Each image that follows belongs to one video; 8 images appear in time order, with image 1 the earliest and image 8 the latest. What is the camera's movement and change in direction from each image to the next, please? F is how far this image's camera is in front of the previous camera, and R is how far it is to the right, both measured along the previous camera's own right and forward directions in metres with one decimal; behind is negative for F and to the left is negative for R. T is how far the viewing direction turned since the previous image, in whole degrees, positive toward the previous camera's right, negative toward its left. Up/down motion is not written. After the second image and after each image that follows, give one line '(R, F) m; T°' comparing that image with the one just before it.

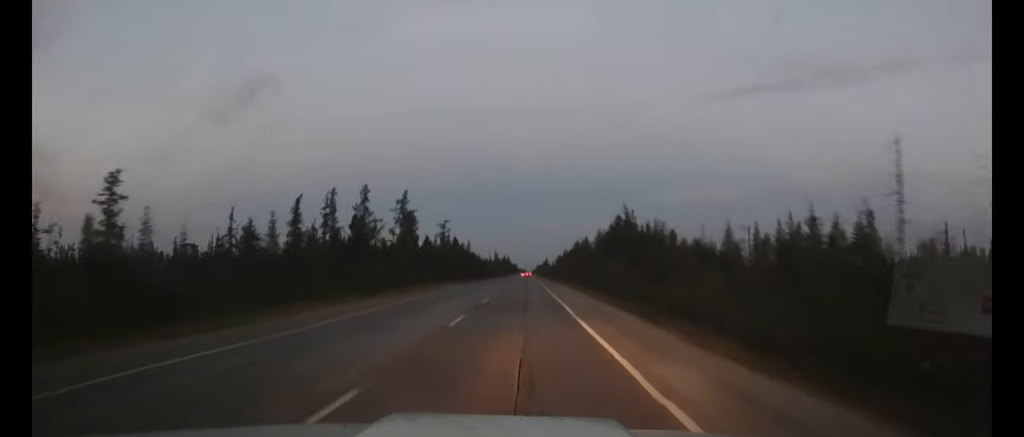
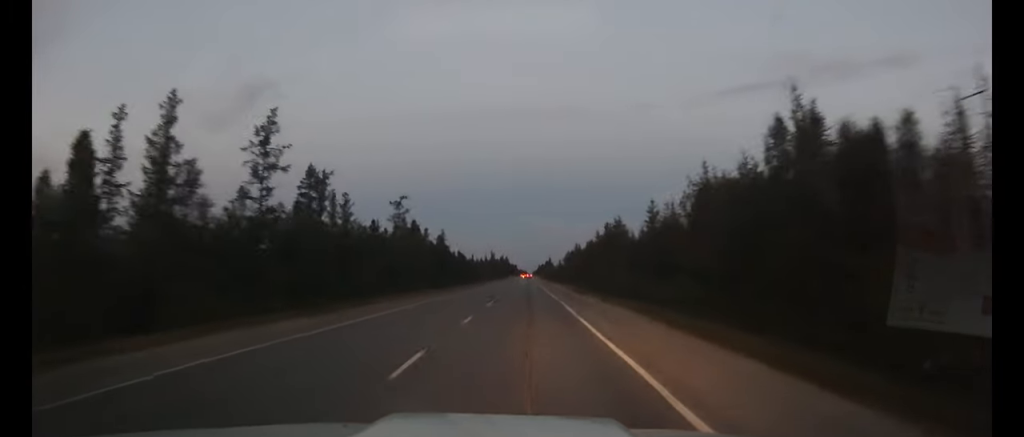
(-0.2, +47.5) m; 0°
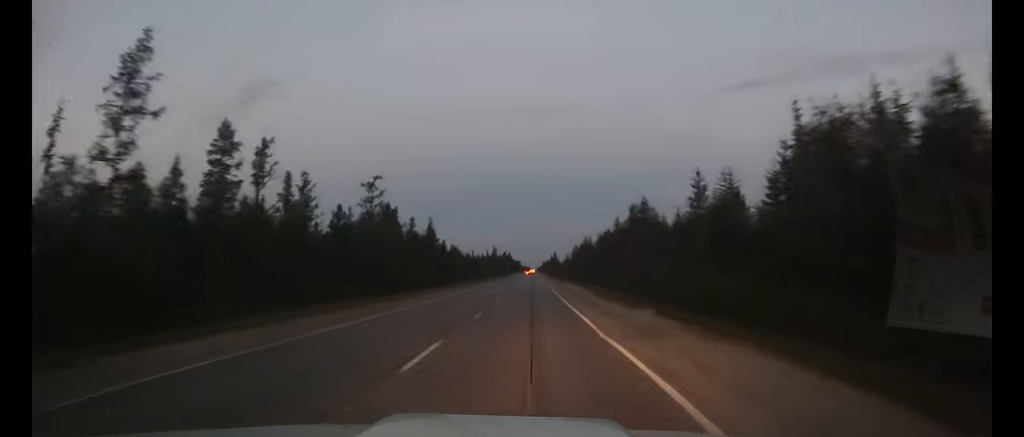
(0.0, +17.0) m; 0°
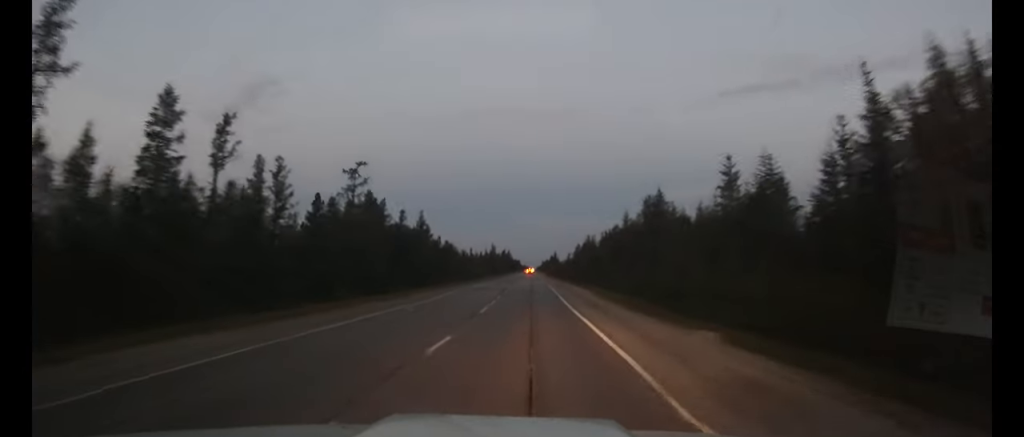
(0.0, +7.6) m; 0°
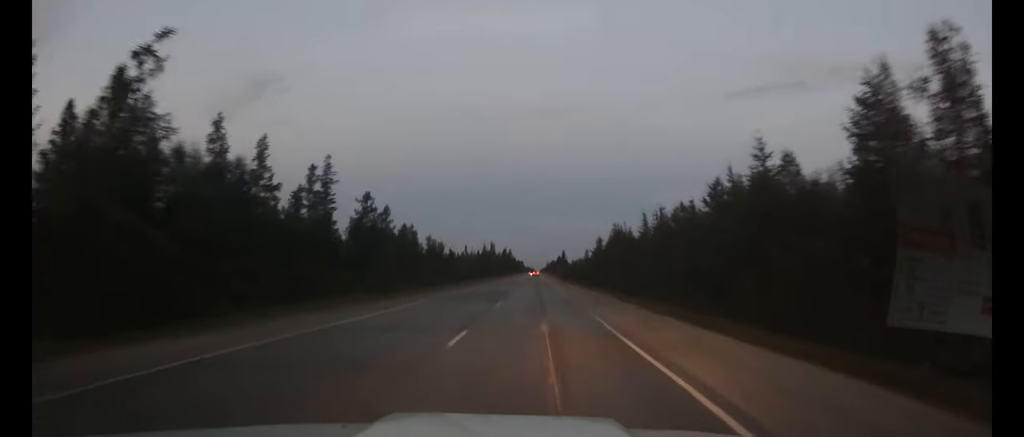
(-0.2, +40.6) m; 0°
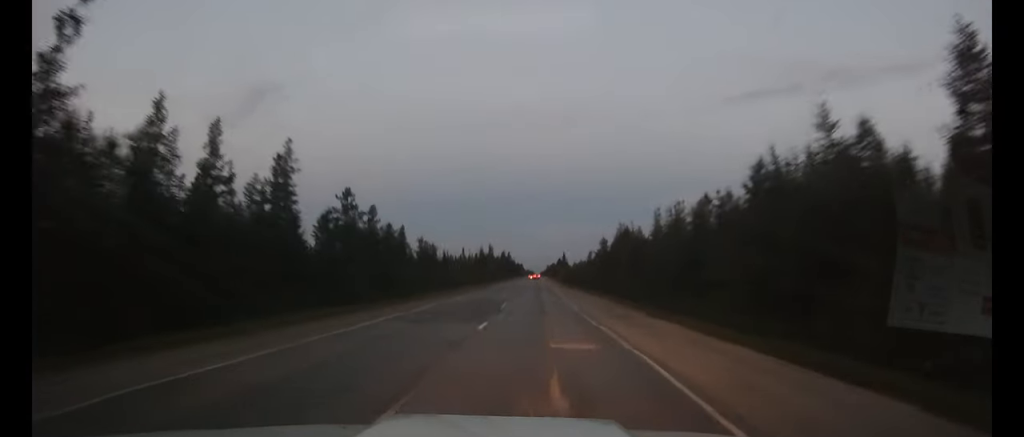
(0.0, +7.5) m; 0°
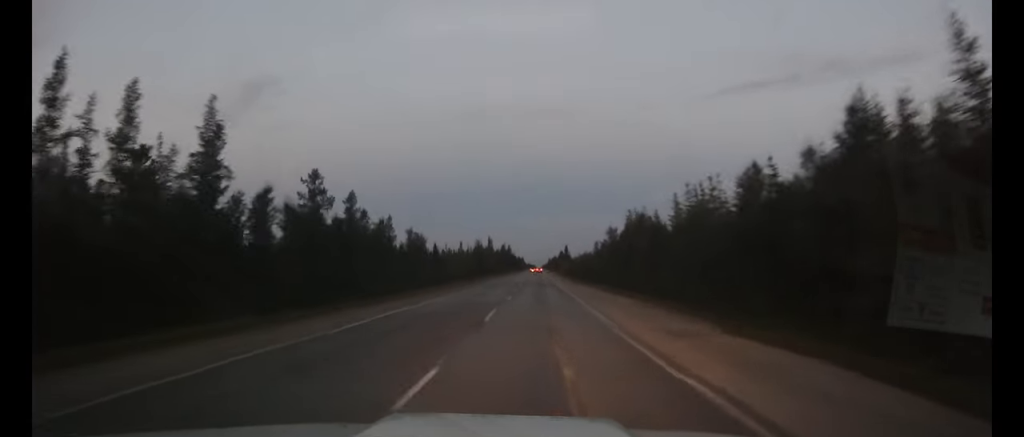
(0.0, +10.0) m; 0°
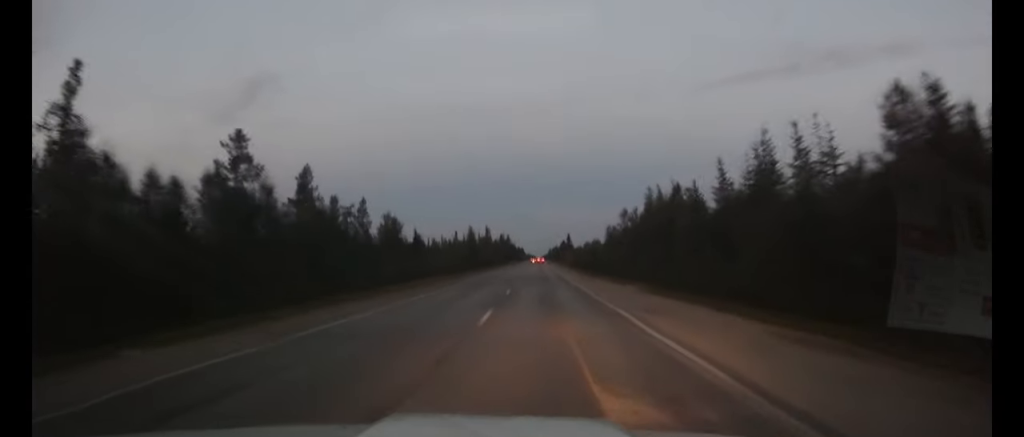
(0.0, +15.4) m; 0°
